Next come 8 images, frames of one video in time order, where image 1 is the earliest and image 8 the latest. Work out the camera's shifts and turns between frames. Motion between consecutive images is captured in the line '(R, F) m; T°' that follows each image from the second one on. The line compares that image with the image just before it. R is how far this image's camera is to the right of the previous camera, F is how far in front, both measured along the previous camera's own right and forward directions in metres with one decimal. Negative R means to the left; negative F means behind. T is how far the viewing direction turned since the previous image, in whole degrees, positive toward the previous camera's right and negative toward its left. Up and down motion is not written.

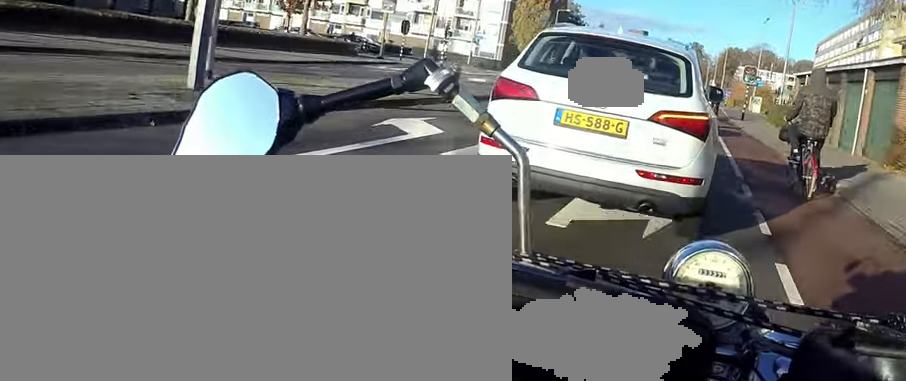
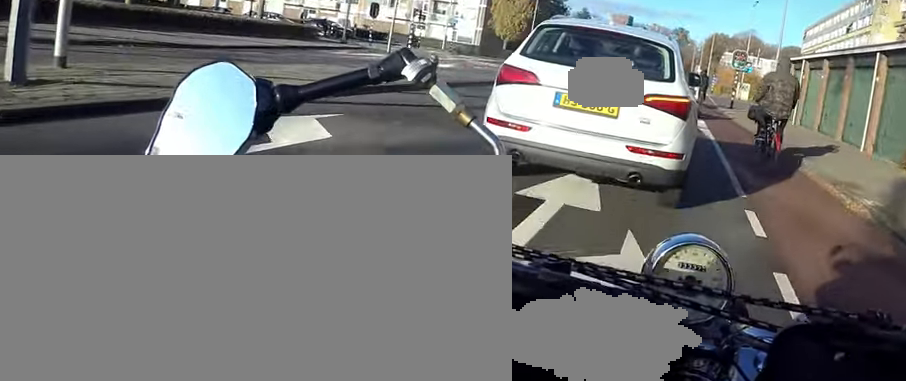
(0.0, +2.9) m; 0°
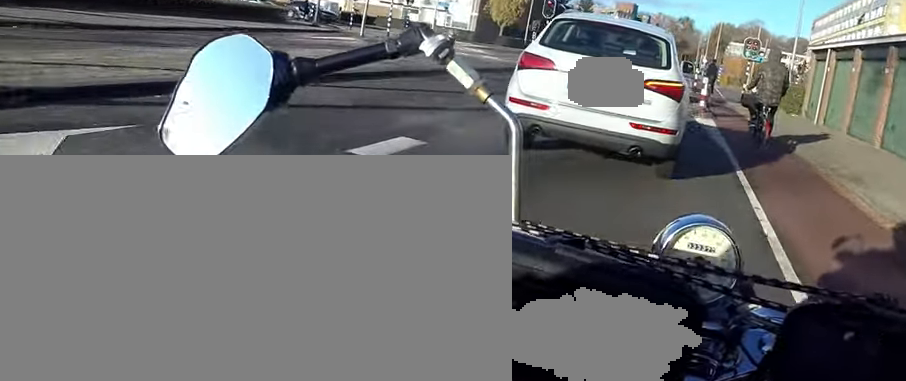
(0.0, +4.2) m; 0°
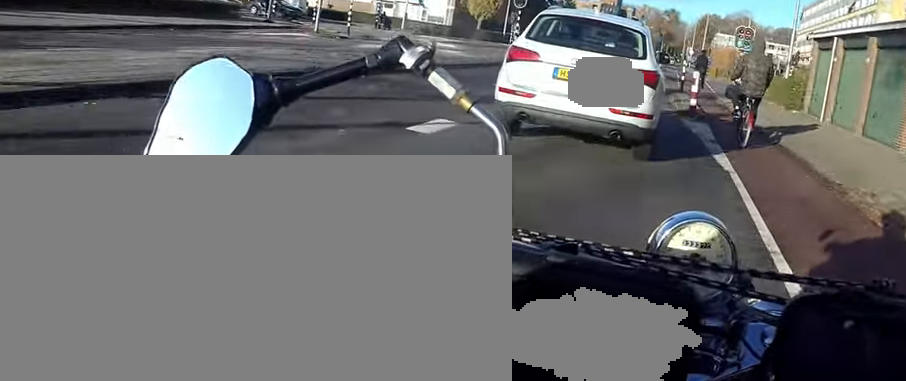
(0.0, +3.1) m; 0°
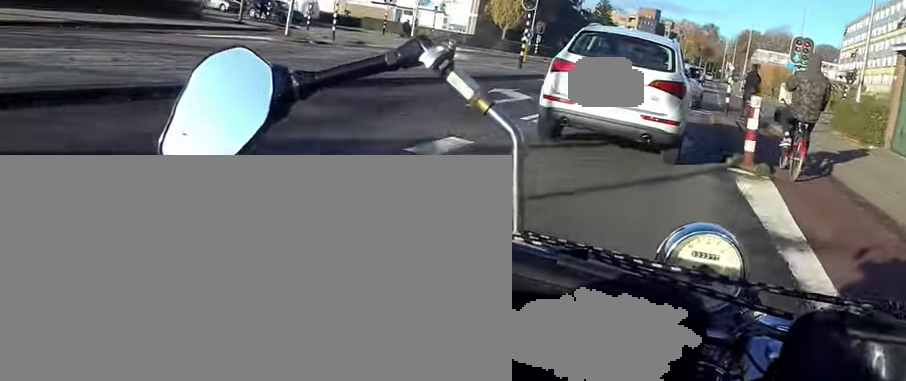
(0.0, +5.6) m; +2°
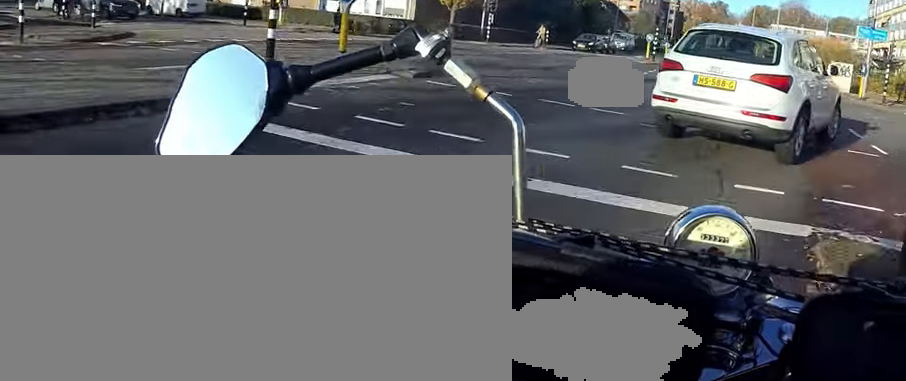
(+1.2, +17.3) m; +1°
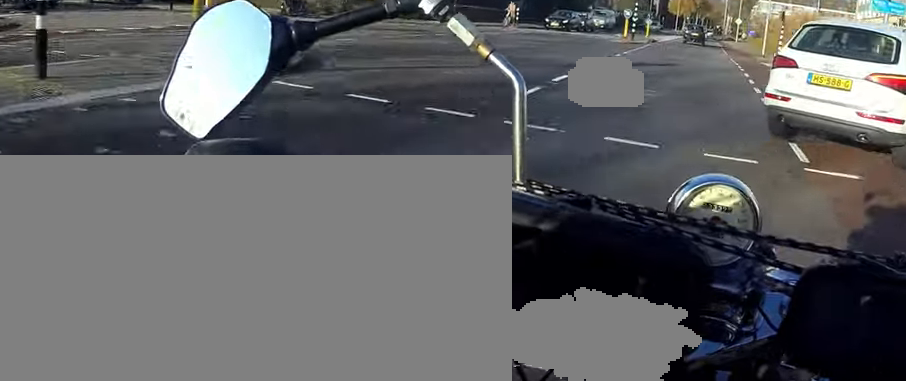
(-0.2, +4.9) m; -2°
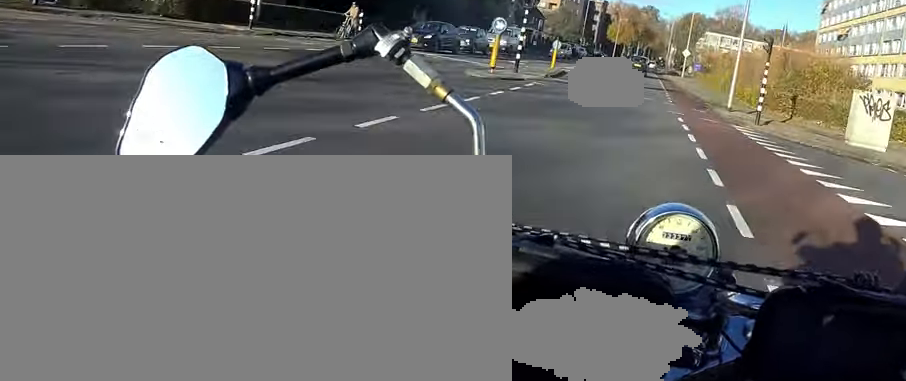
(+0.9, +16.2) m; +4°
